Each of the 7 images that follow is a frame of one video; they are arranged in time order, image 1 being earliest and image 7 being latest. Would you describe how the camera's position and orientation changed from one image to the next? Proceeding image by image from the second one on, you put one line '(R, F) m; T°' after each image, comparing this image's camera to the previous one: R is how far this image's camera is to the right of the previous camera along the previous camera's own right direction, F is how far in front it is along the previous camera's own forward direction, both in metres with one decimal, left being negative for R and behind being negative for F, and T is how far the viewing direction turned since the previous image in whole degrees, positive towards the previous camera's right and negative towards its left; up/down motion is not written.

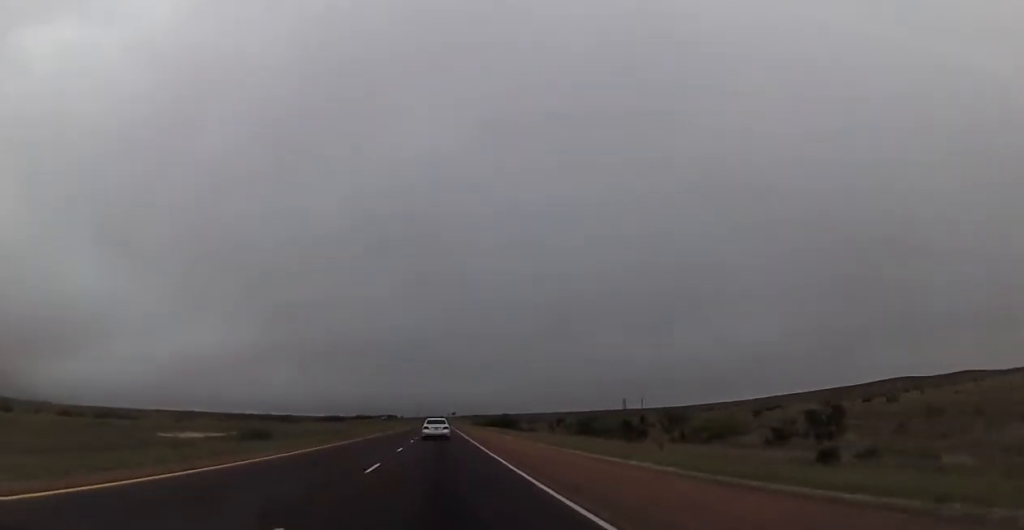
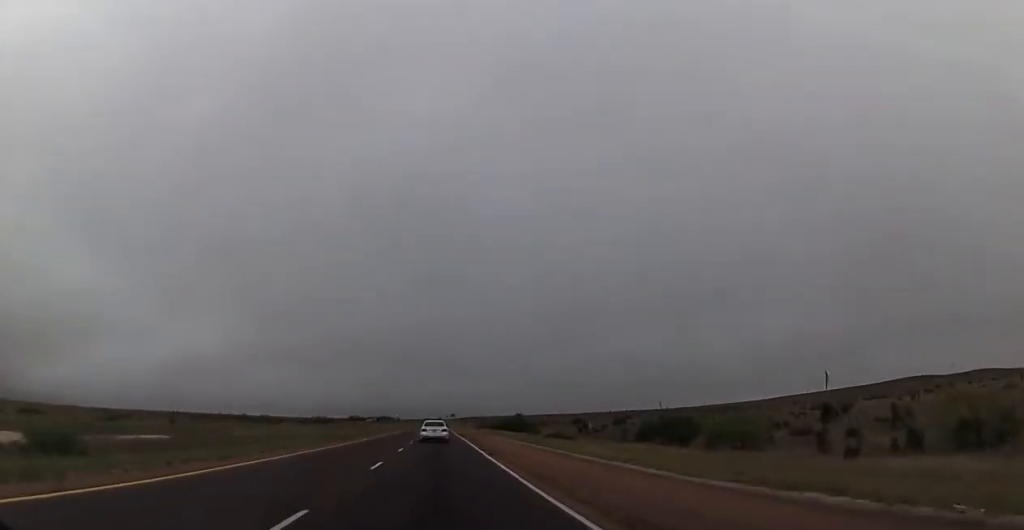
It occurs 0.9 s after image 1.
(+0.3, +34.2) m; +1°
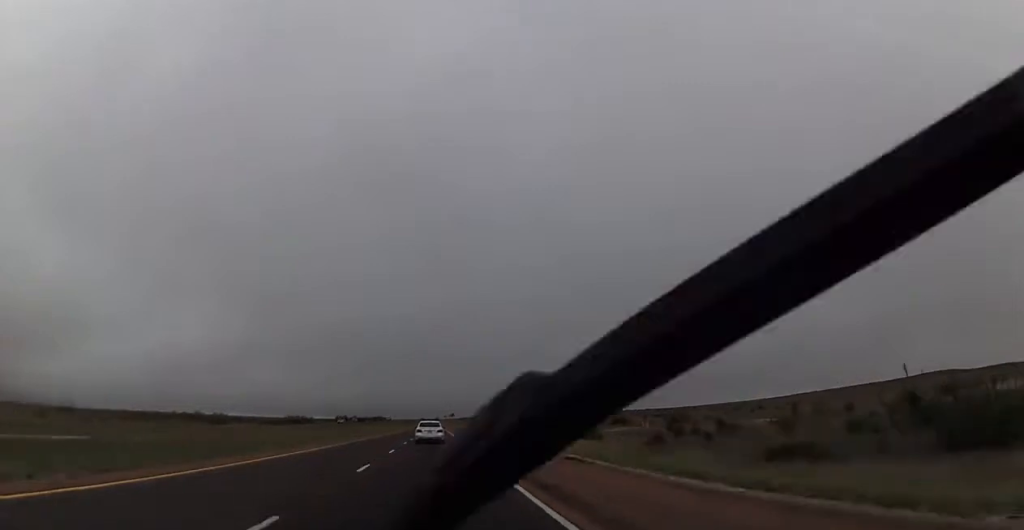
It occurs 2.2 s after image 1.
(+0.2, +49.5) m; 0°
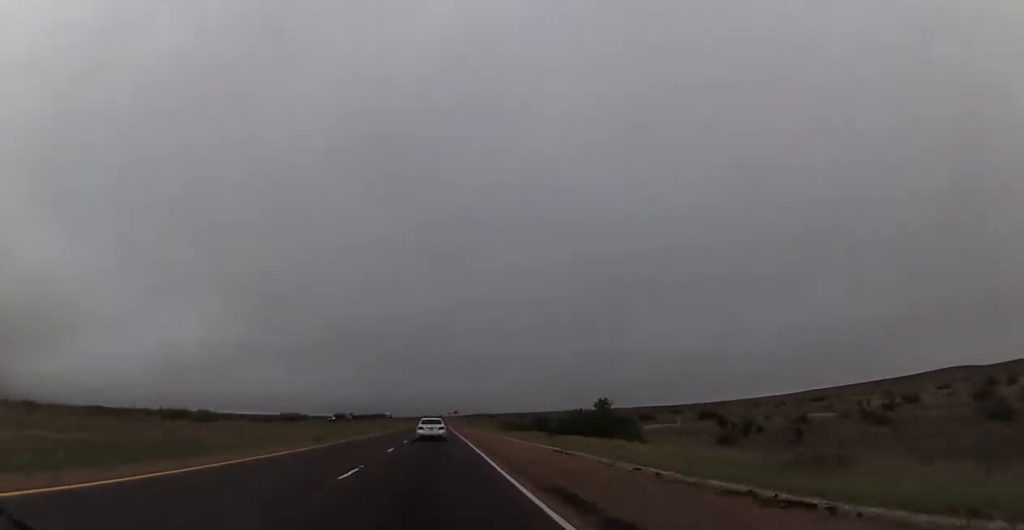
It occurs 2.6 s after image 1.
(0.0, +15.2) m; 0°
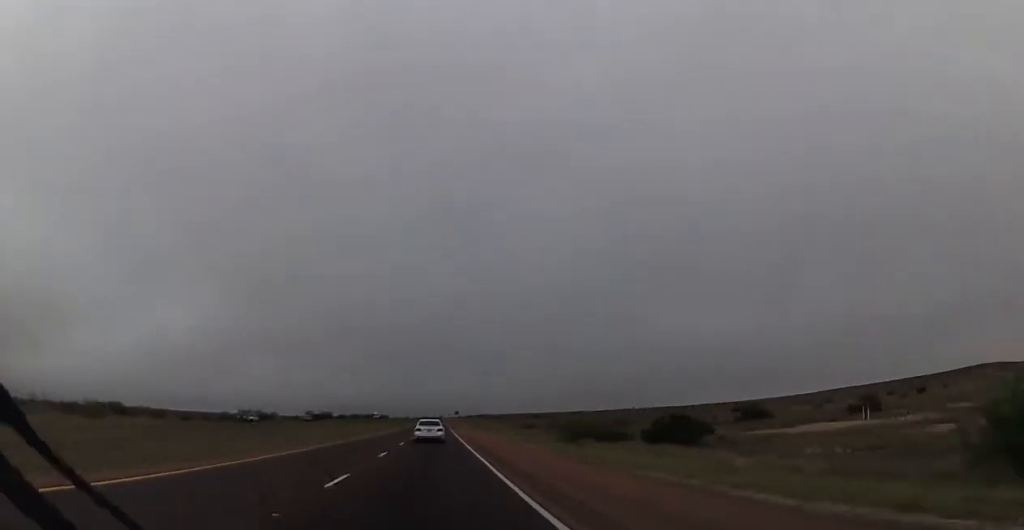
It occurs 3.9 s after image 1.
(0.0, +50.7) m; -1°
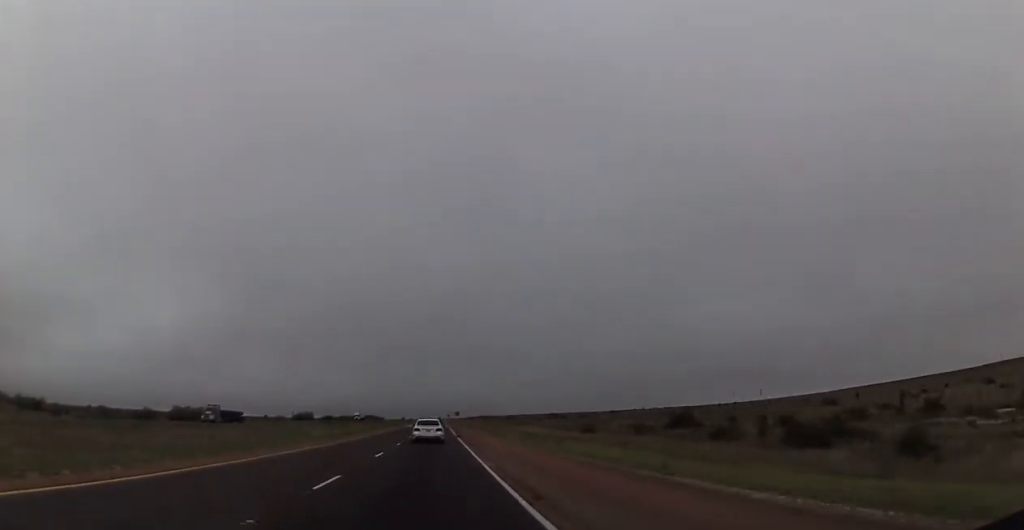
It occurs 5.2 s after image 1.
(-0.5, +49.4) m; 0°
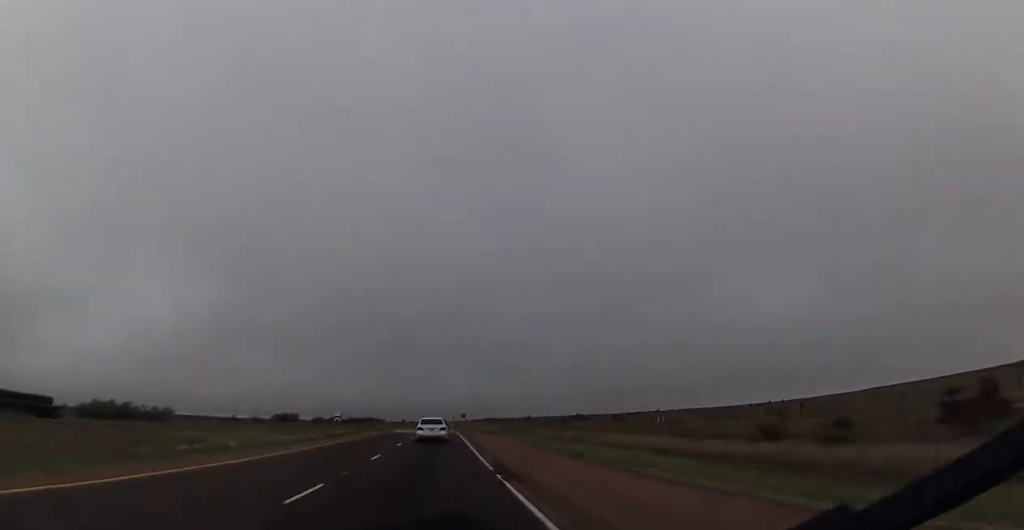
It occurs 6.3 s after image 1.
(+0.6, +39.2) m; +1°
